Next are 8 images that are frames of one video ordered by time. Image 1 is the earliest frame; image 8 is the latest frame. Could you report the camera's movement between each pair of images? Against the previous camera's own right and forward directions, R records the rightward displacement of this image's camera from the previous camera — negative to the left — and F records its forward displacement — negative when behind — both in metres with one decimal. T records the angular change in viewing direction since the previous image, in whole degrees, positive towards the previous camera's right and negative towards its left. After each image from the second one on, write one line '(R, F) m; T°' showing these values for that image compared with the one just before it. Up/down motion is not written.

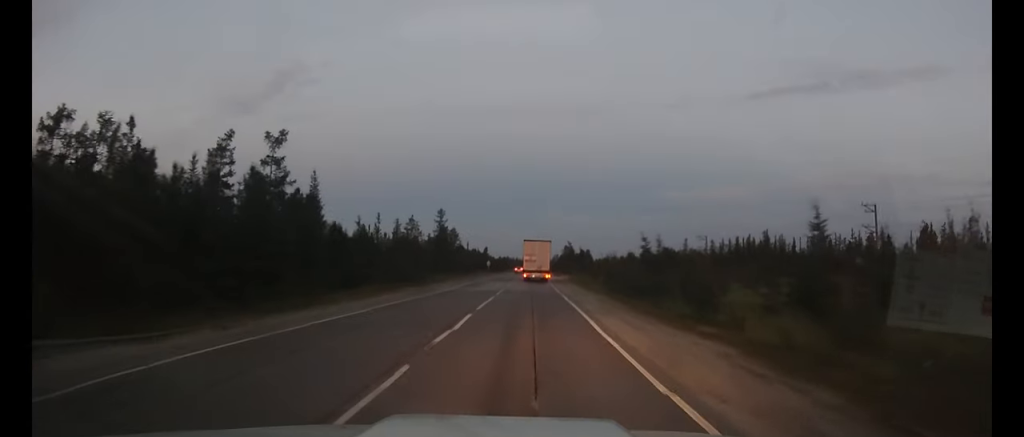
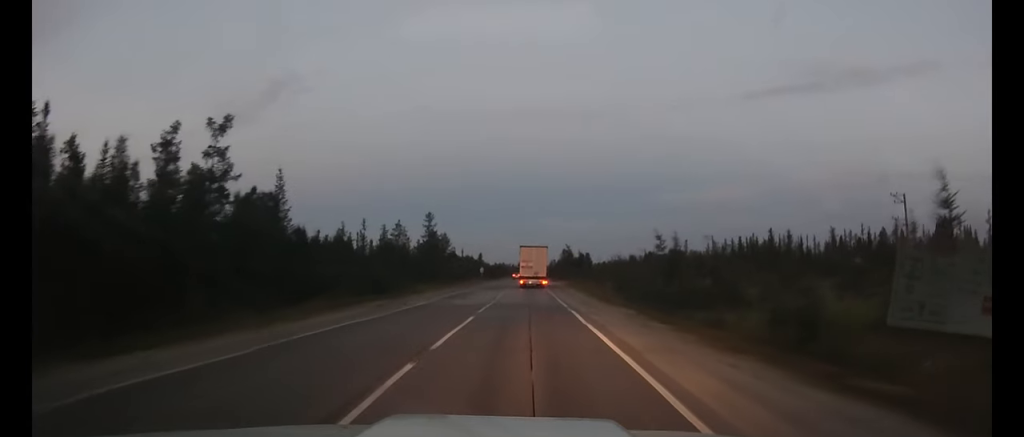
(0.0, +8.4) m; 0°
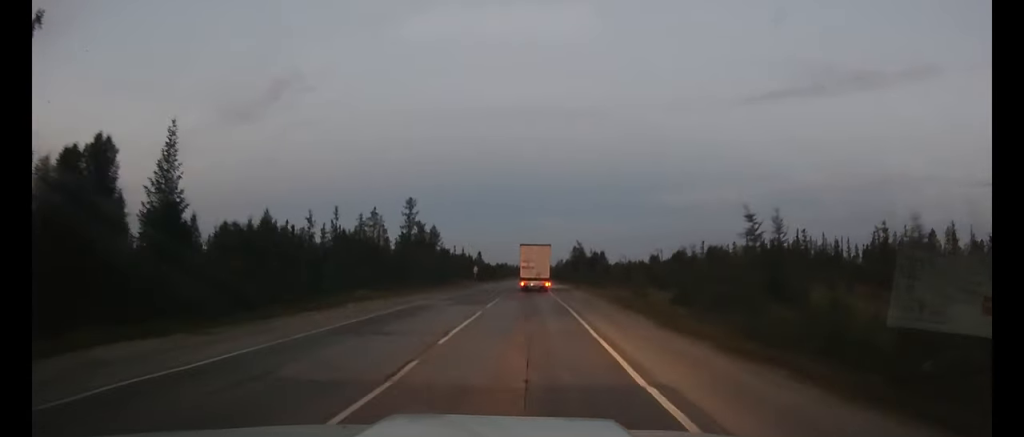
(+0.2, +20.5) m; 0°
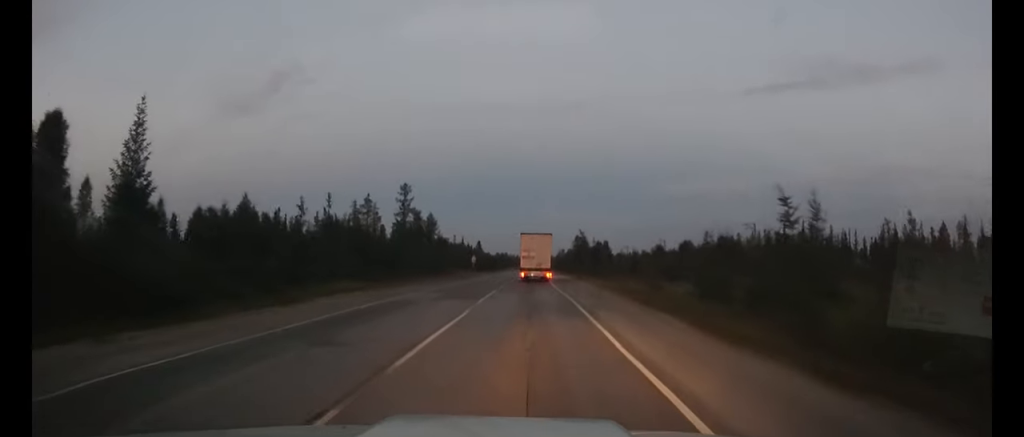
(0.0, +4.3) m; 0°
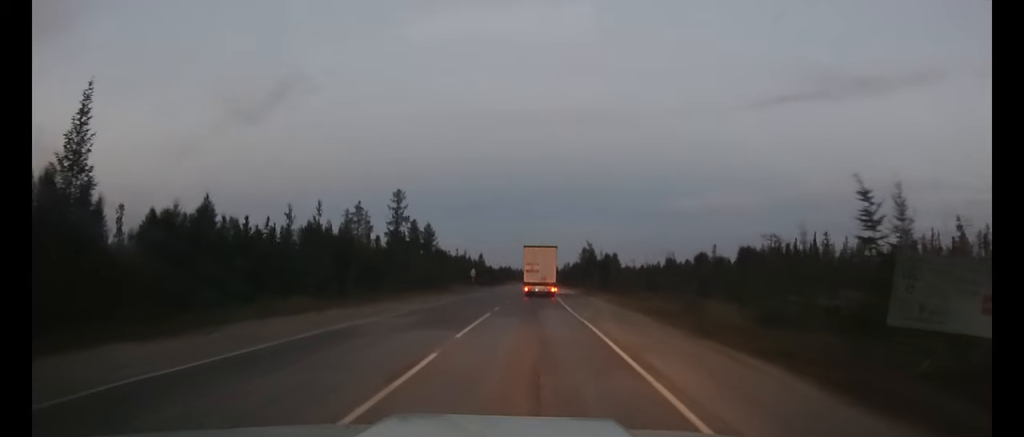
(0.0, +6.9) m; 0°
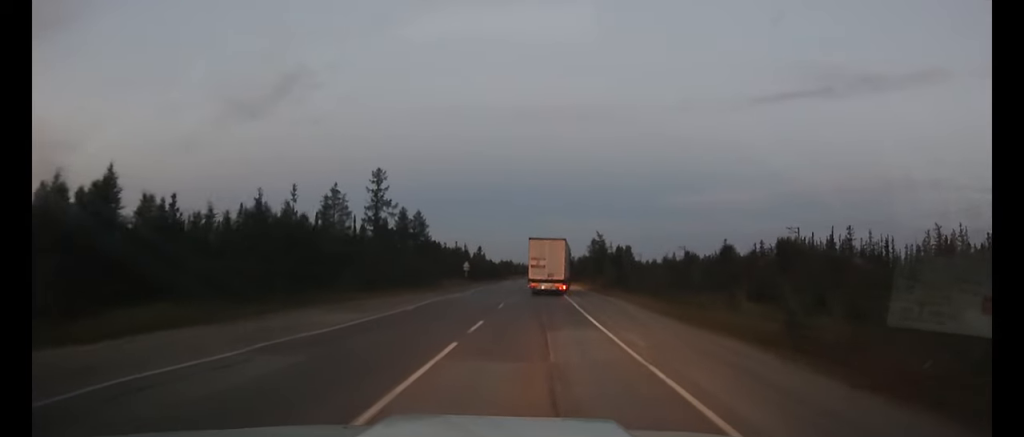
(0.0, +12.0) m; 0°
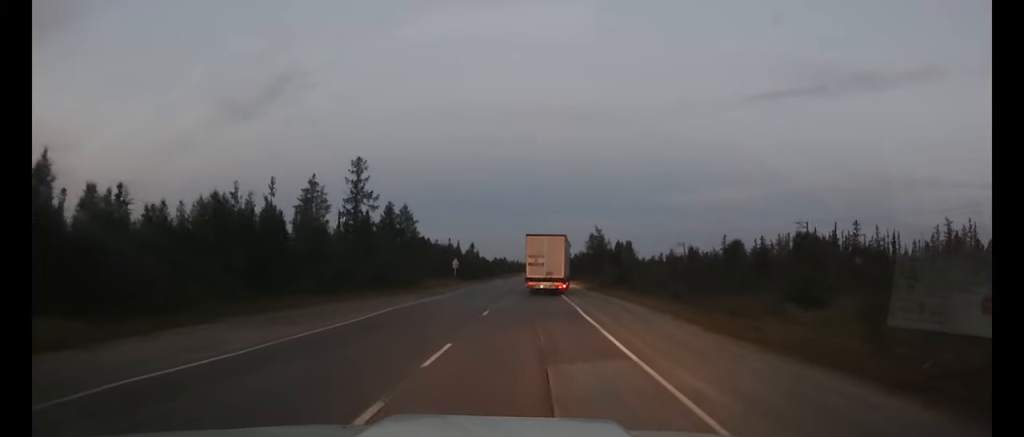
(0.0, +5.8) m; 0°
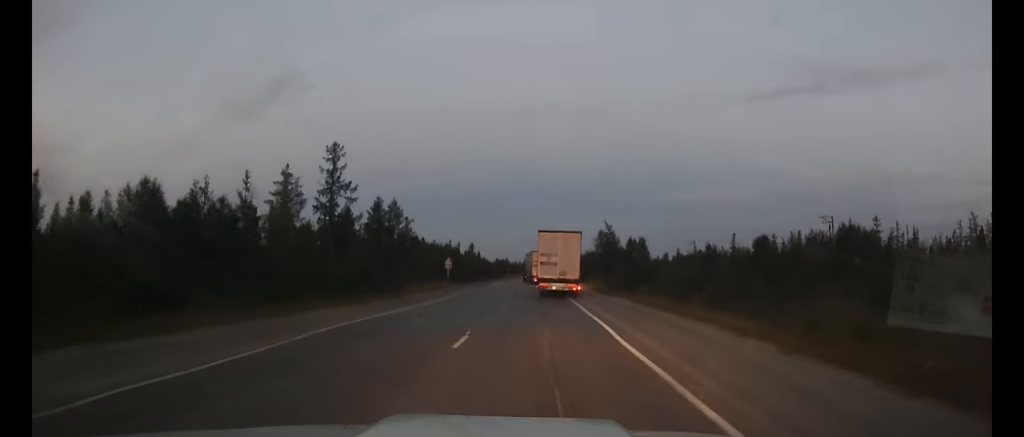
(0.0, +8.6) m; 0°
